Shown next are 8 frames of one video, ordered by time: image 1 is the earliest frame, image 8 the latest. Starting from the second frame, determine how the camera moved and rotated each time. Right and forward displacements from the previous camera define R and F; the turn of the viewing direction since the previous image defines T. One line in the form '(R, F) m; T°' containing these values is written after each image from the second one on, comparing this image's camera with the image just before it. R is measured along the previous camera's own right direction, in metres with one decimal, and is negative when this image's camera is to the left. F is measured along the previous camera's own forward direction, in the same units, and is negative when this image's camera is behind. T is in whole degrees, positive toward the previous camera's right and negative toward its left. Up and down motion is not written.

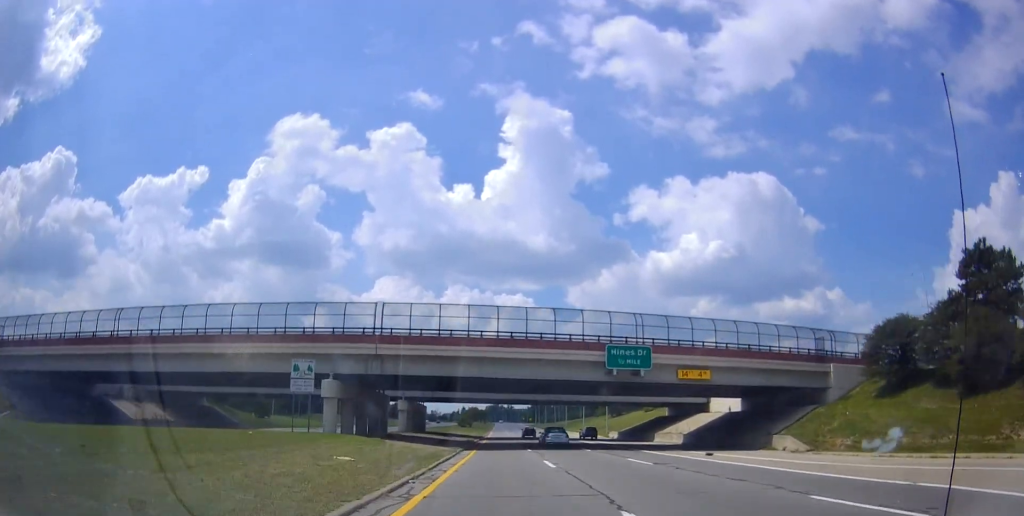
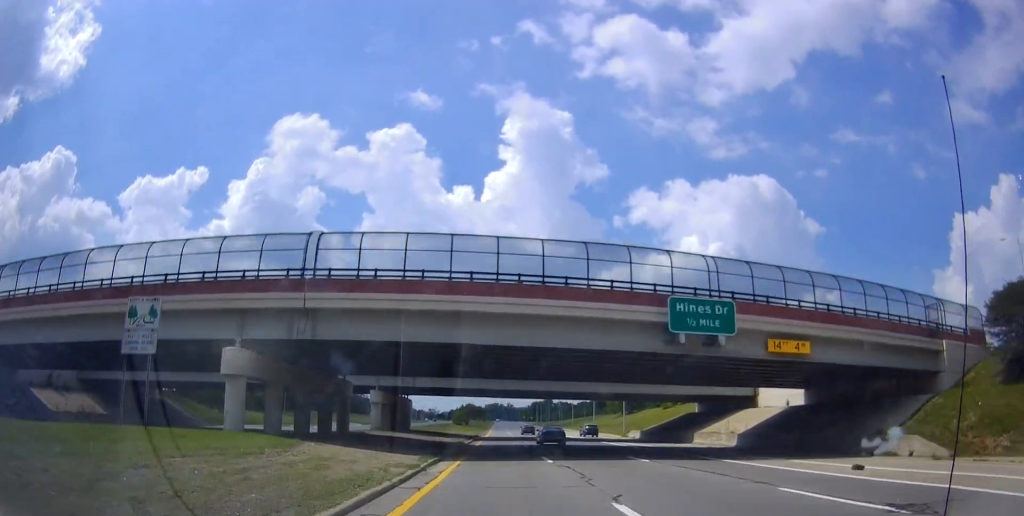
(-0.1, +14.3) m; 0°
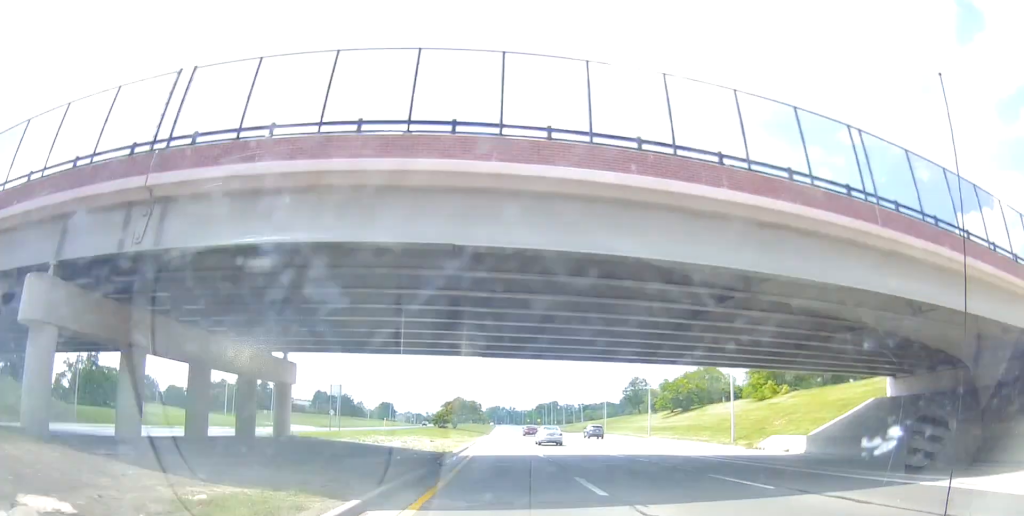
(-0.3, +41.3) m; -1°
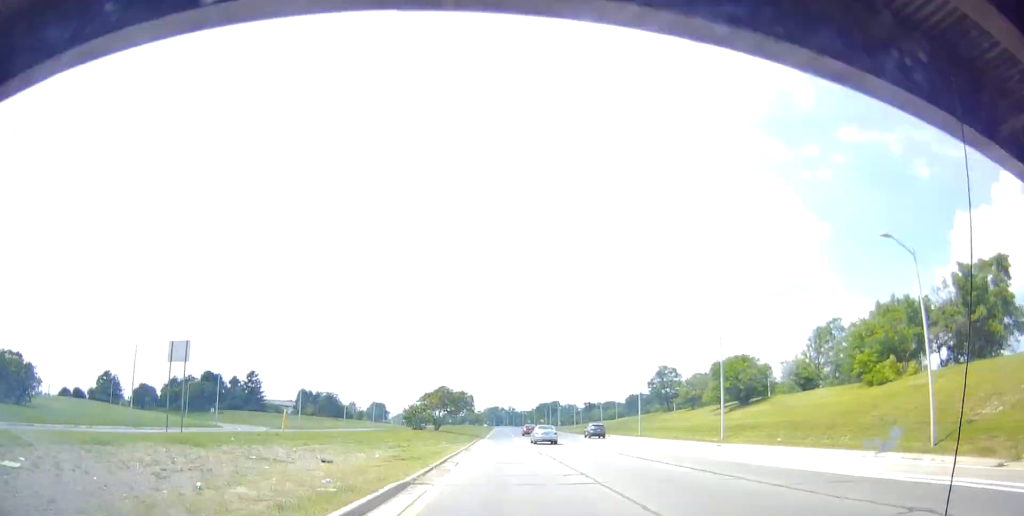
(-0.2, +25.3) m; -1°
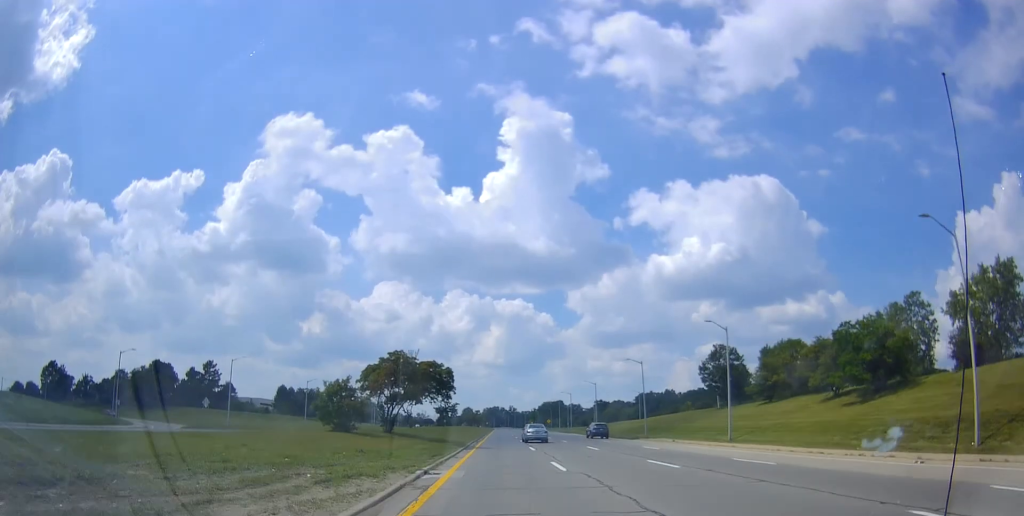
(-0.1, +30.3) m; +1°
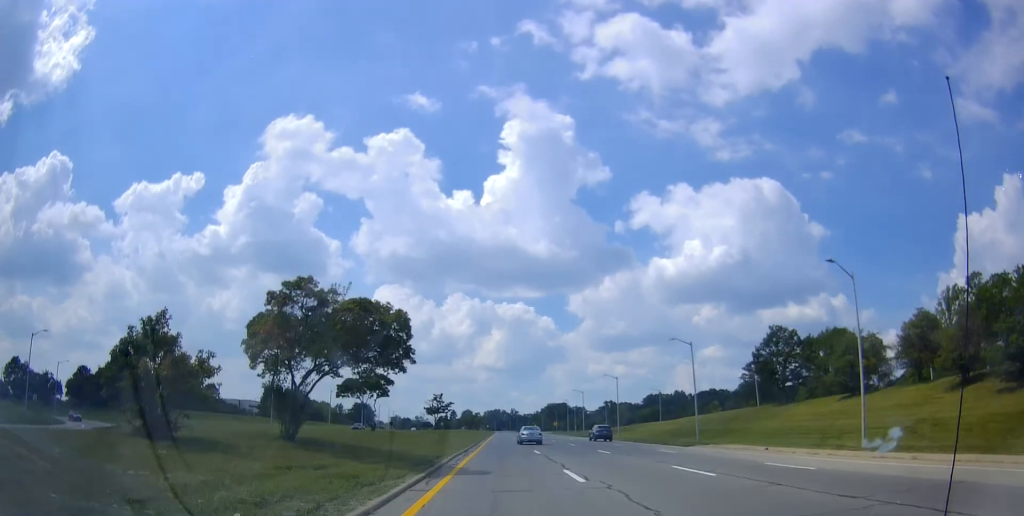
(+0.2, +18.6) m; 0°
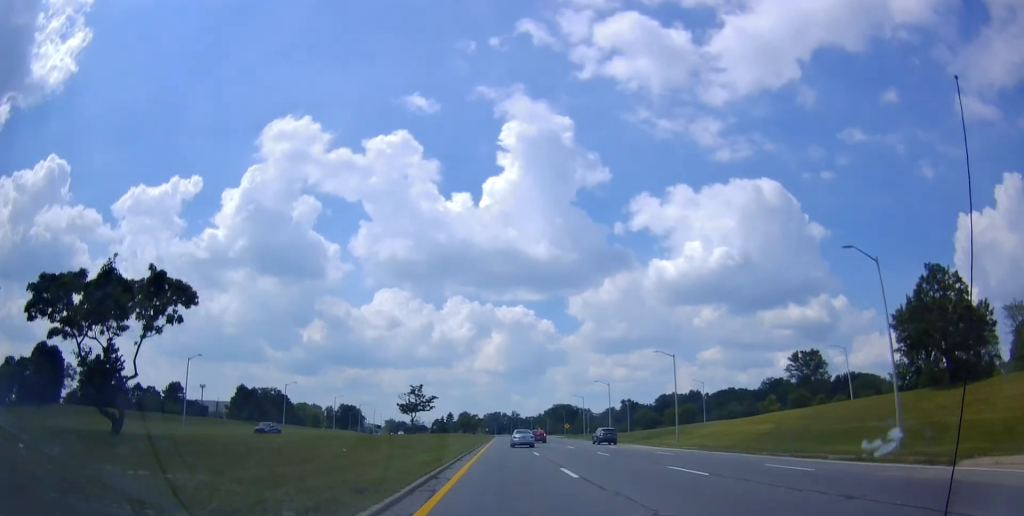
(+0.1, +29.3) m; 0°
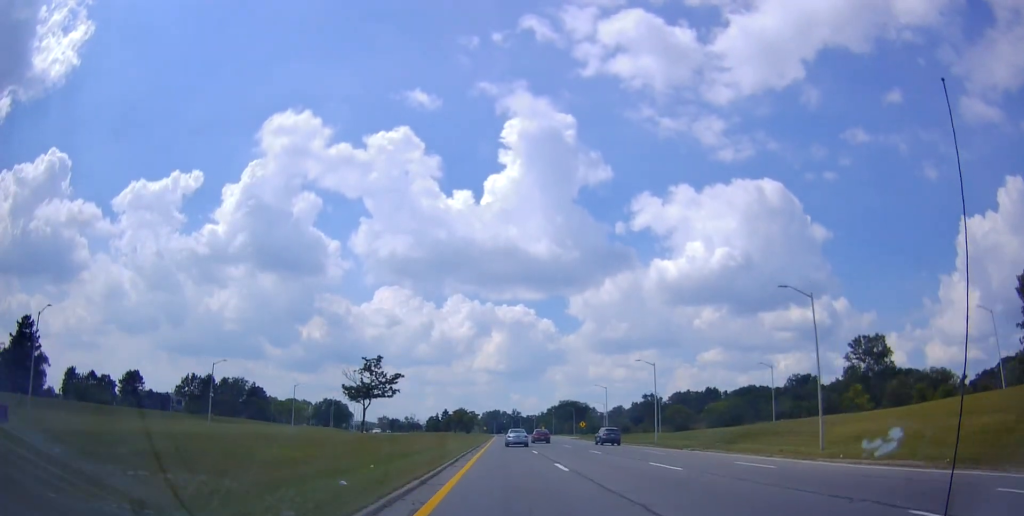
(-0.1, +28.4) m; 0°
